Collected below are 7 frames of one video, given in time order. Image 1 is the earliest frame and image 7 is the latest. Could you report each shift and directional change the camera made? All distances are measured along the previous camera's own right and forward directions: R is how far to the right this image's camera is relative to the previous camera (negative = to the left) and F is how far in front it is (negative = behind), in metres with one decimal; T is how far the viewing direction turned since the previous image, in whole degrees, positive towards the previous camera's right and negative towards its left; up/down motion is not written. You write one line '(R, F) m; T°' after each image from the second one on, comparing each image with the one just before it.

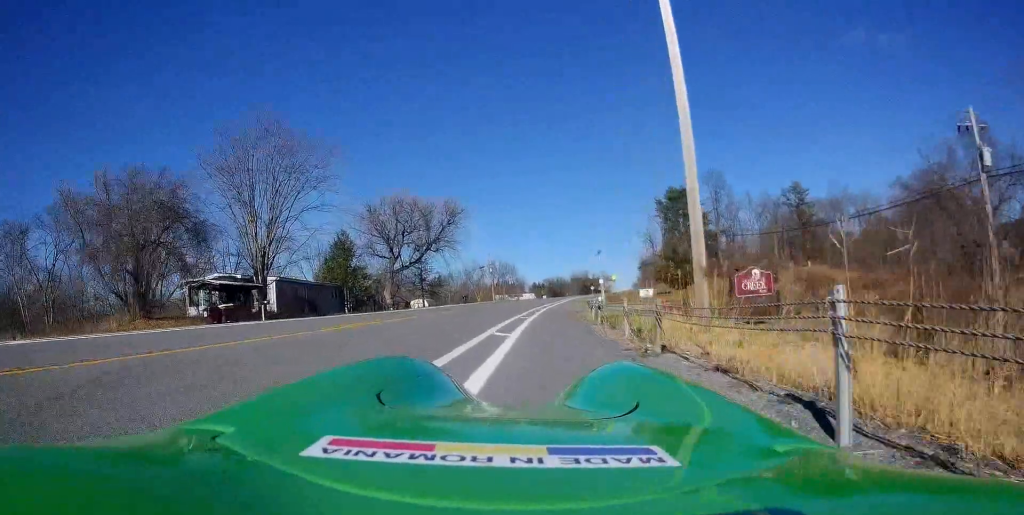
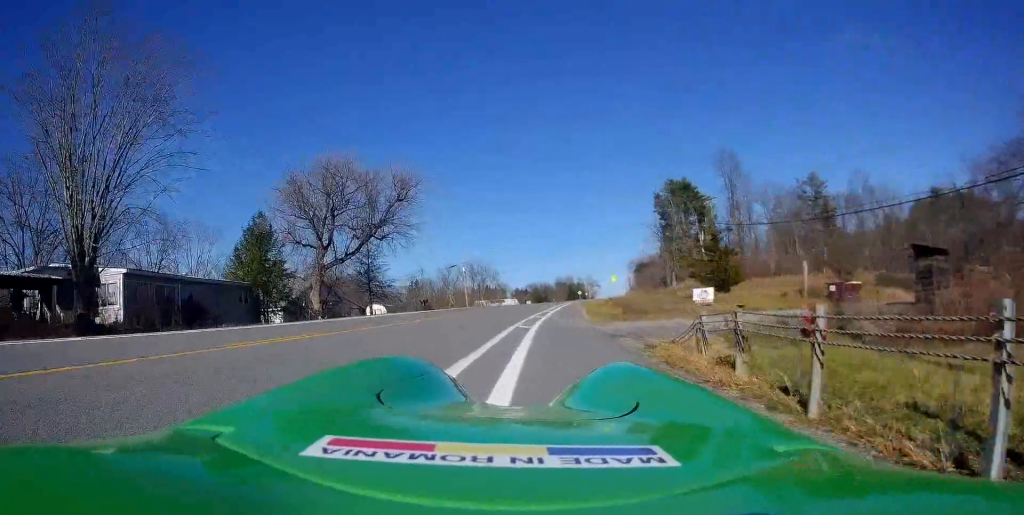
(+0.5, +16.2) m; 0°
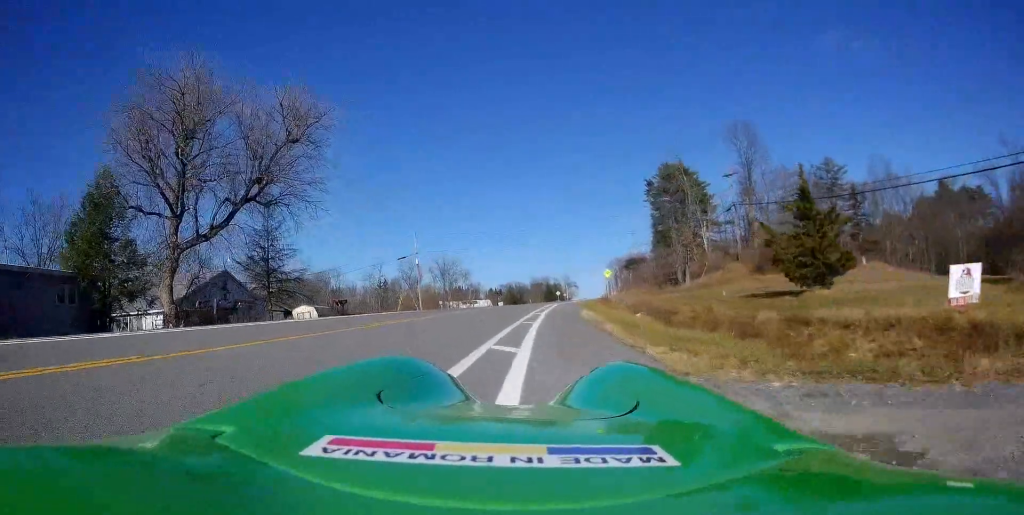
(+0.6, +16.1) m; +7°
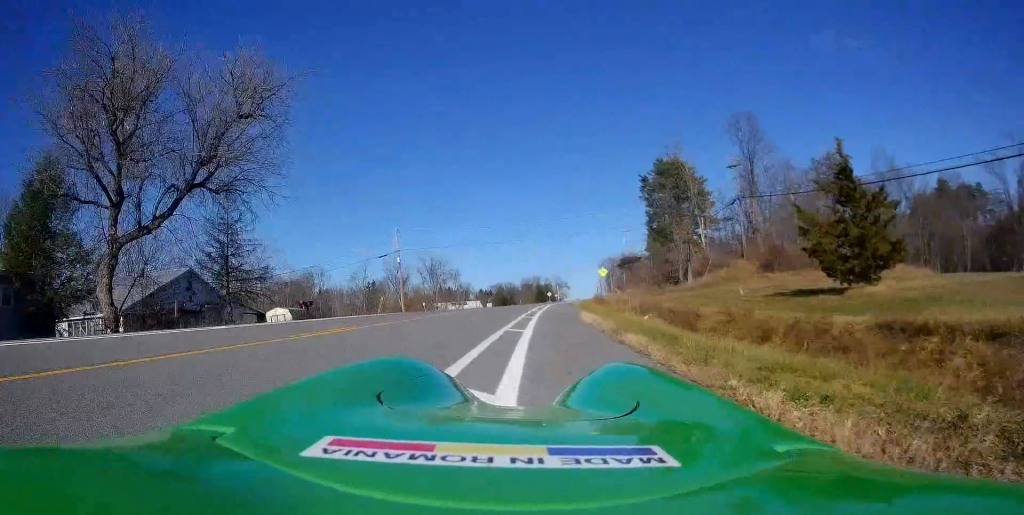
(+0.2, +4.2) m; +2°
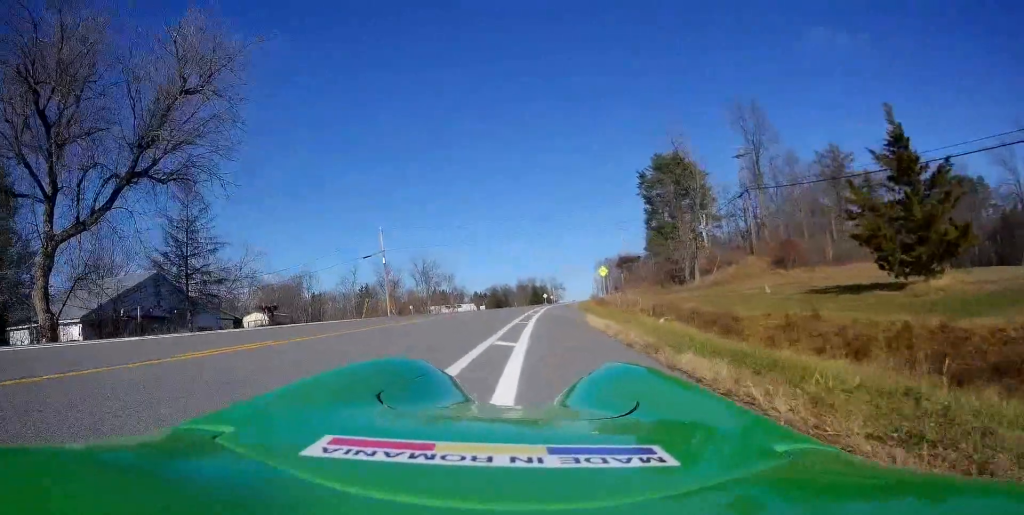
(+0.1, +3.9) m; +1°
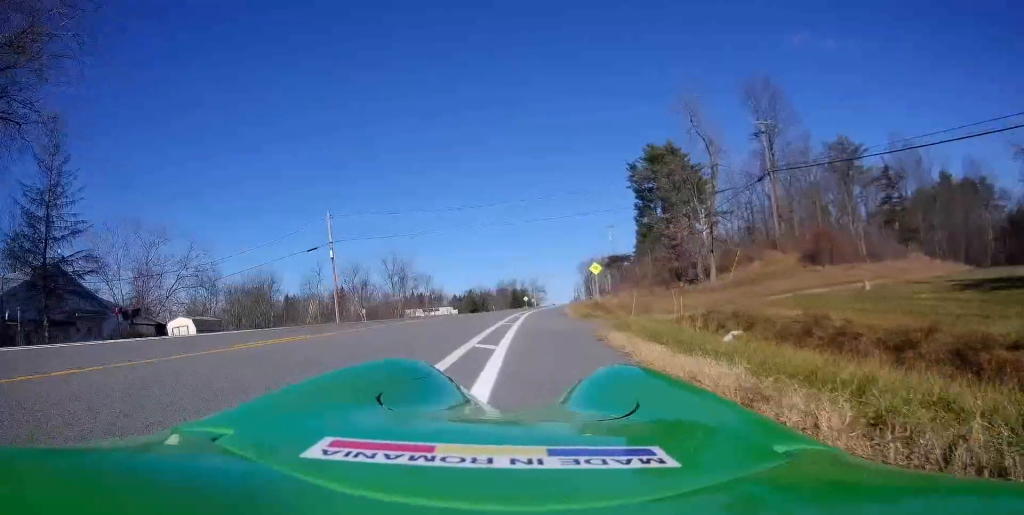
(-0.1, +9.4) m; -3°
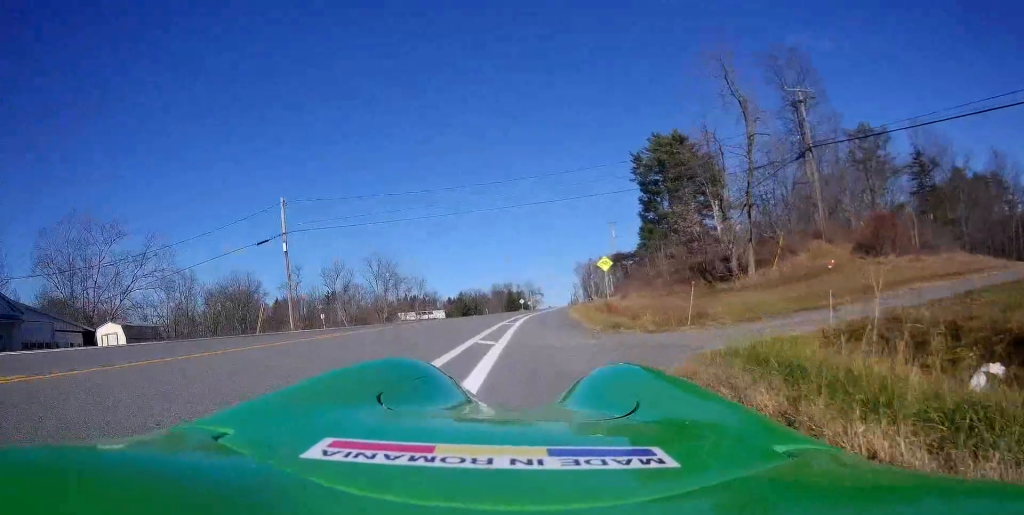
(-0.3, +7.9) m; 0°
